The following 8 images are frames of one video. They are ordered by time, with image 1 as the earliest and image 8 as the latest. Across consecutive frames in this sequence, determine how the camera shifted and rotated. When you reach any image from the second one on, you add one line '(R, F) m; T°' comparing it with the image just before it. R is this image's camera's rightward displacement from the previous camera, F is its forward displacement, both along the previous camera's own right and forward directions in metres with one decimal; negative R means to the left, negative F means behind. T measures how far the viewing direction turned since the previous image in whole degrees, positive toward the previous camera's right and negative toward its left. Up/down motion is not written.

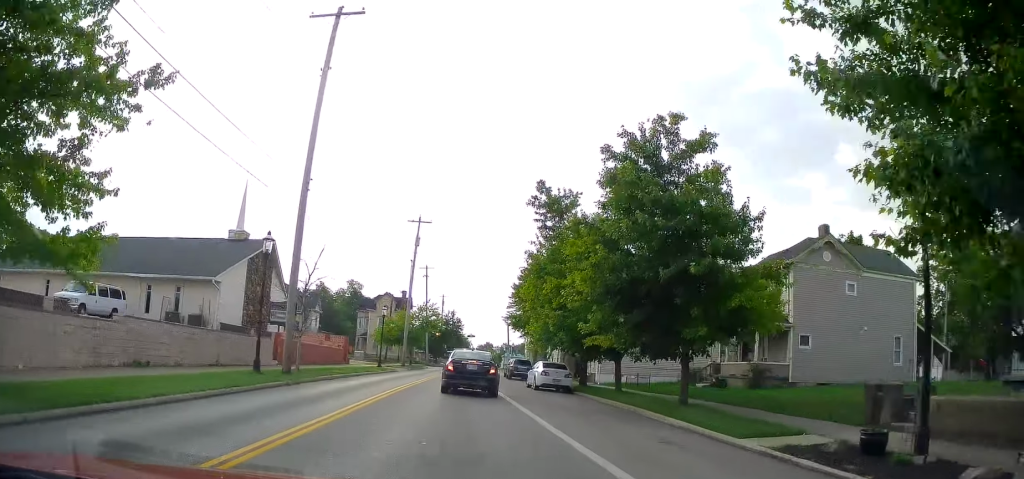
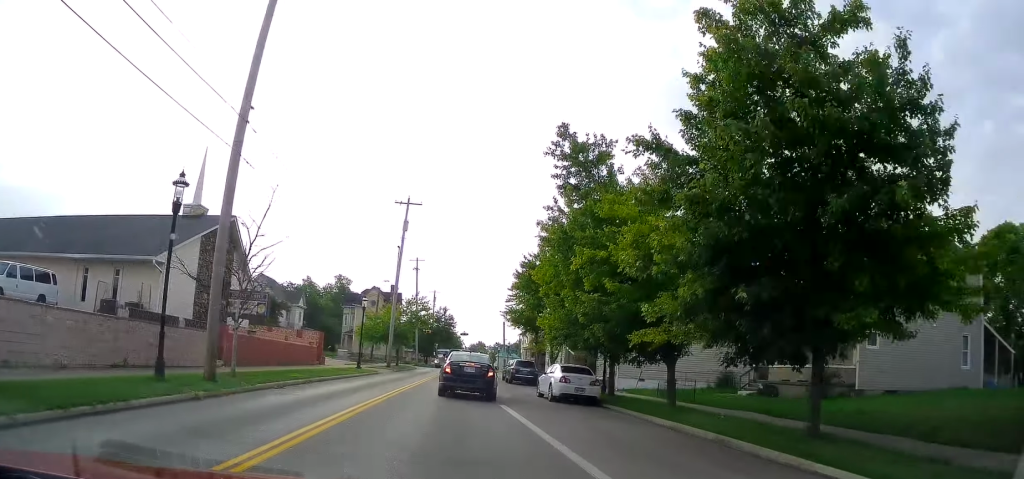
(0.0, +7.2) m; +1°
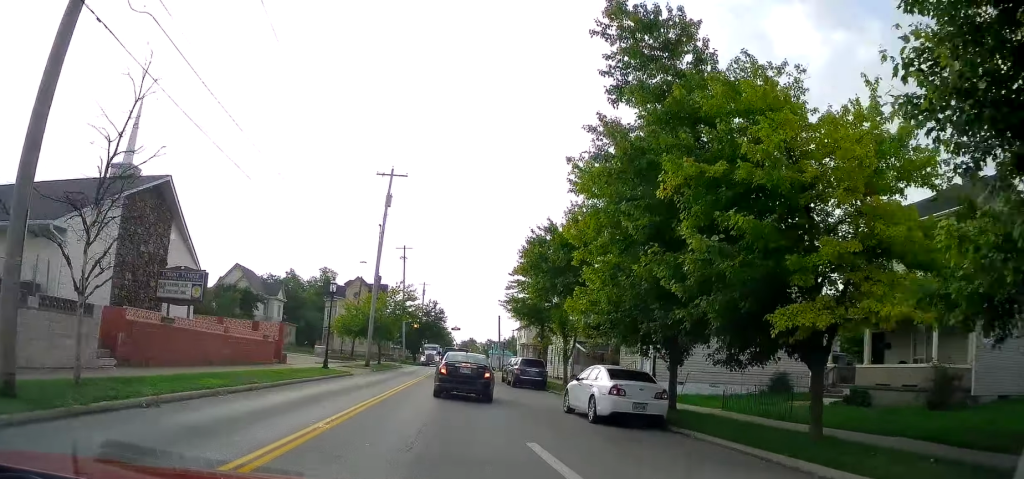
(+0.3, +8.6) m; +1°
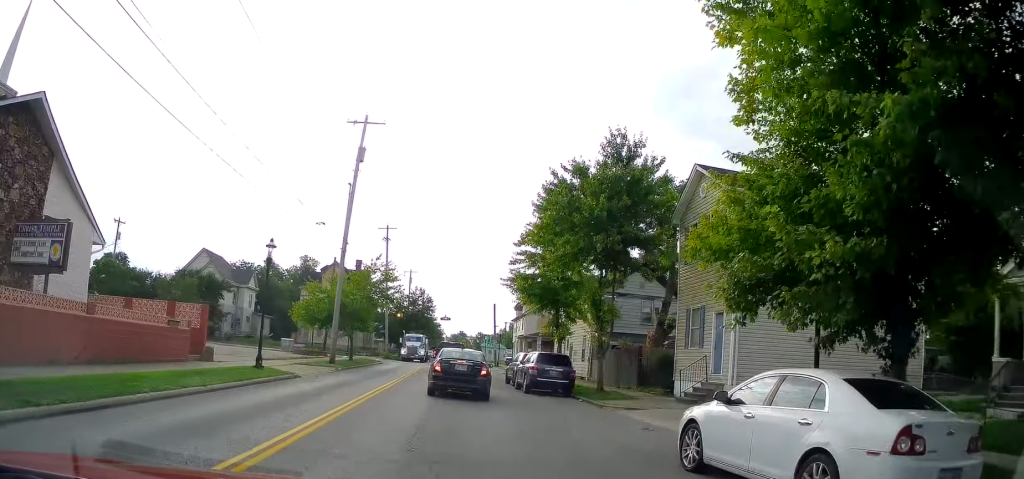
(+0.1, +10.8) m; +2°
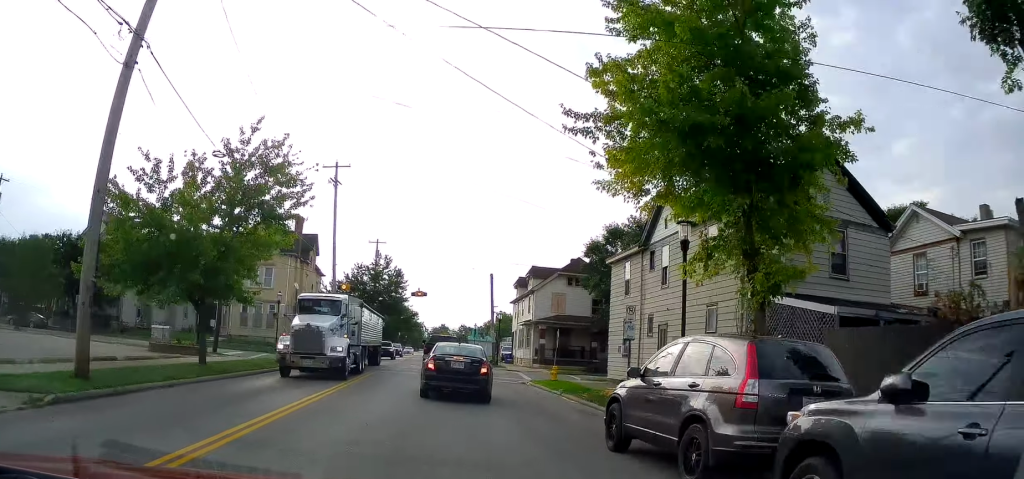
(+0.7, +25.9) m; +2°
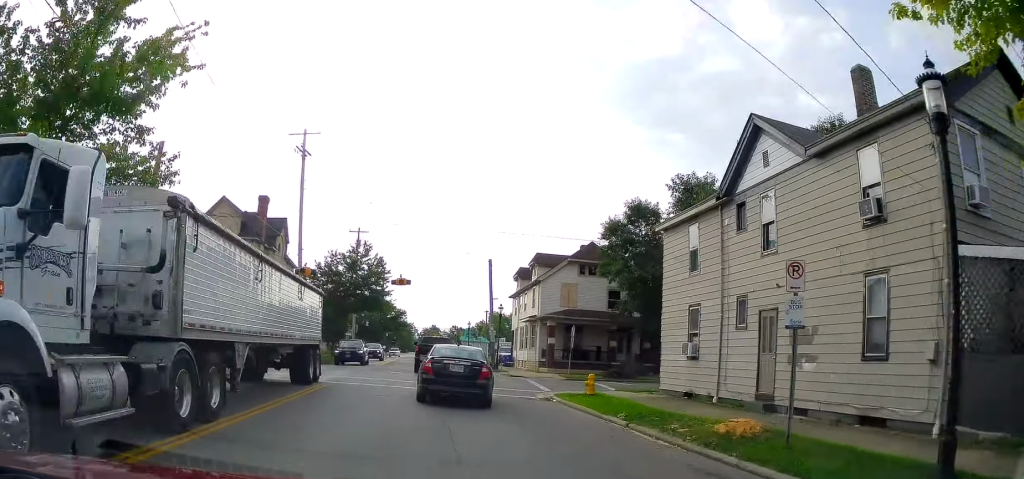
(-0.1, +10.0) m; 0°
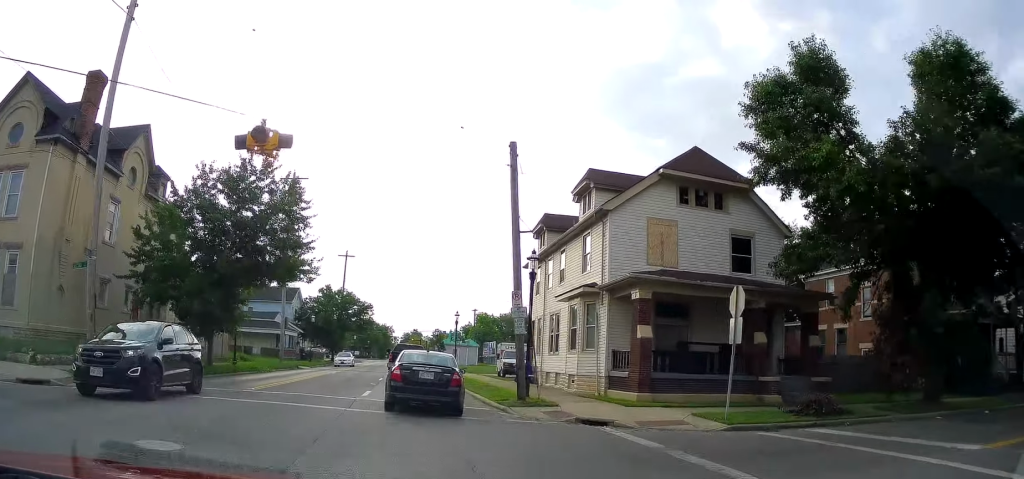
(+0.4, +27.0) m; +1°
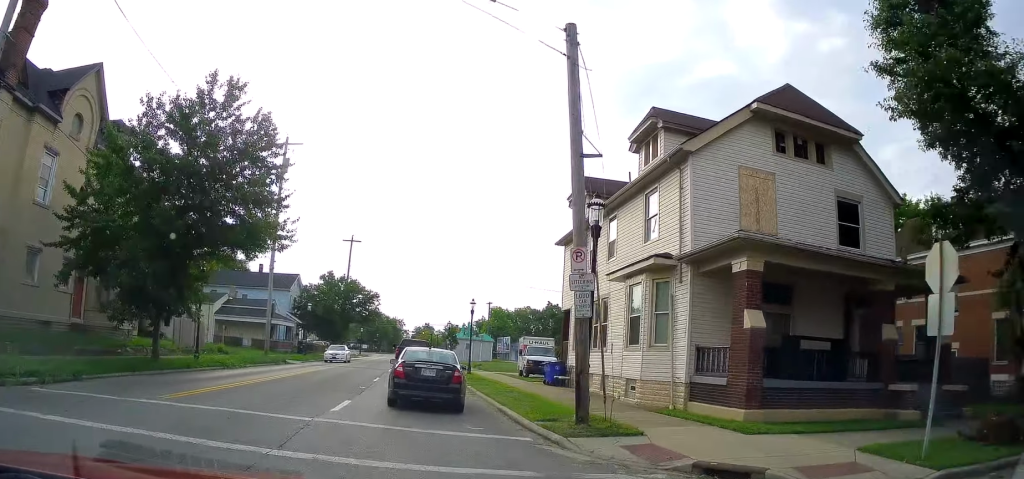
(0.0, +7.1) m; 0°
